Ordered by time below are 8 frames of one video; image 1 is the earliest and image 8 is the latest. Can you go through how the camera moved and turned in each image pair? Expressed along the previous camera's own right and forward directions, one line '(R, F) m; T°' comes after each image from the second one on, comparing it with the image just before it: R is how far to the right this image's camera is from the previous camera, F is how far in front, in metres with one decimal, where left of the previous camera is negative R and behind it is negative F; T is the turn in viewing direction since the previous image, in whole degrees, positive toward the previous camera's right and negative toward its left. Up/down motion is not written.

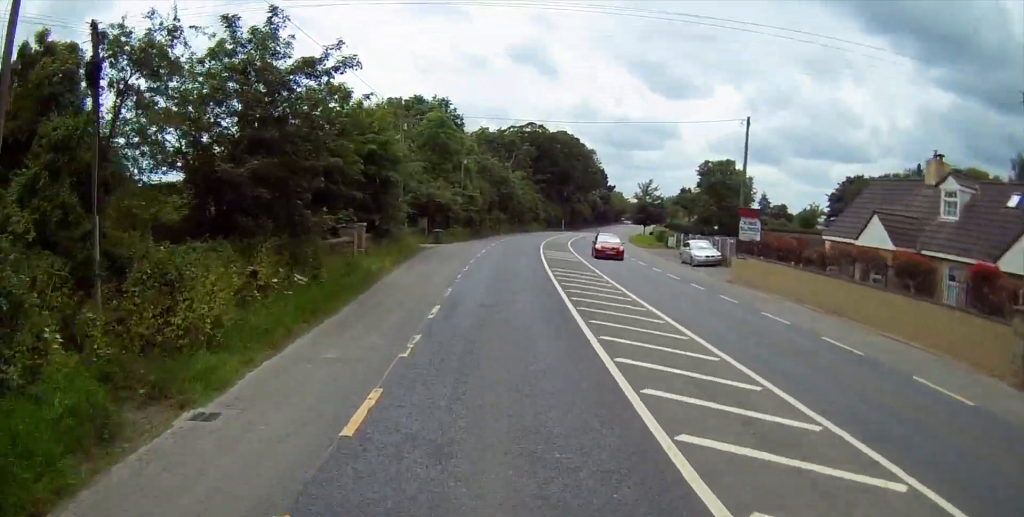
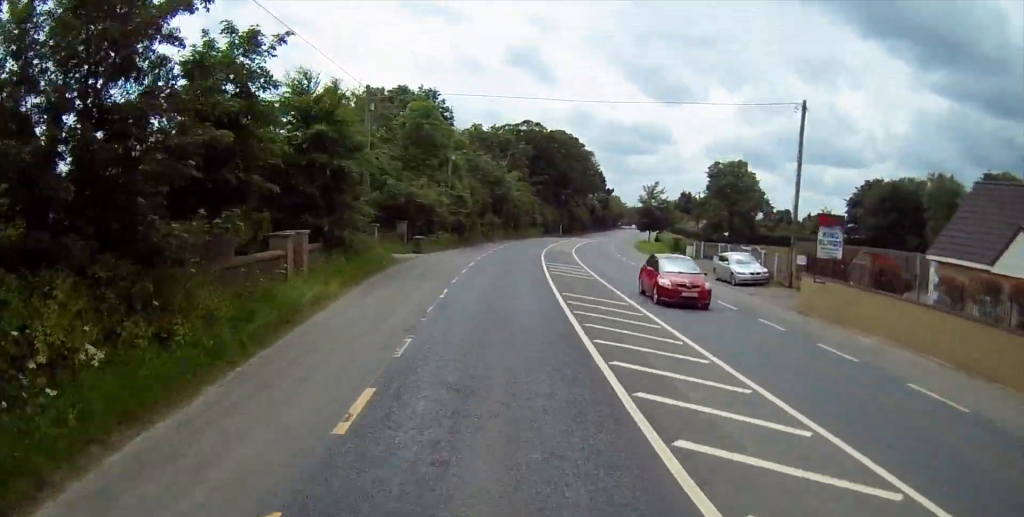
(+0.1, +8.2) m; +1°
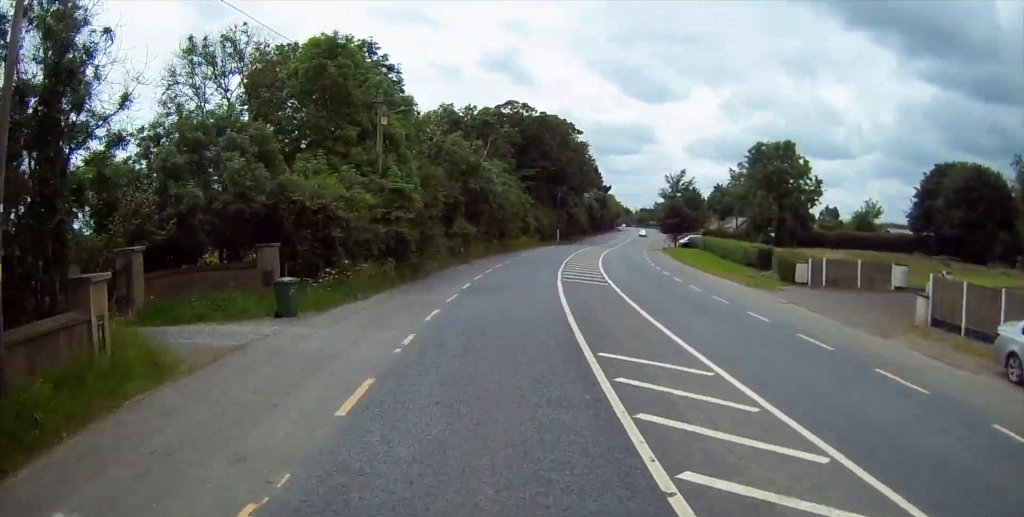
(+0.3, +23.5) m; +2°
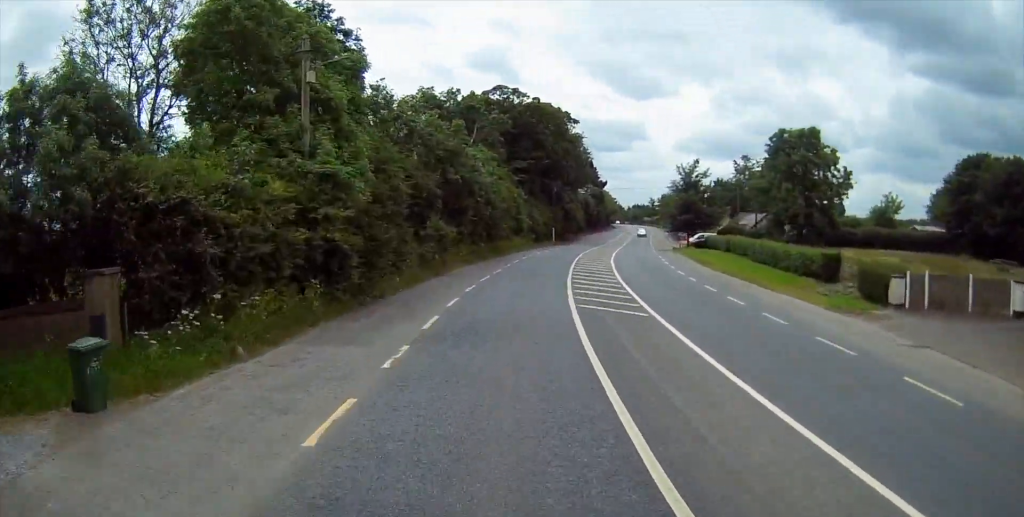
(+0.1, +9.4) m; +1°
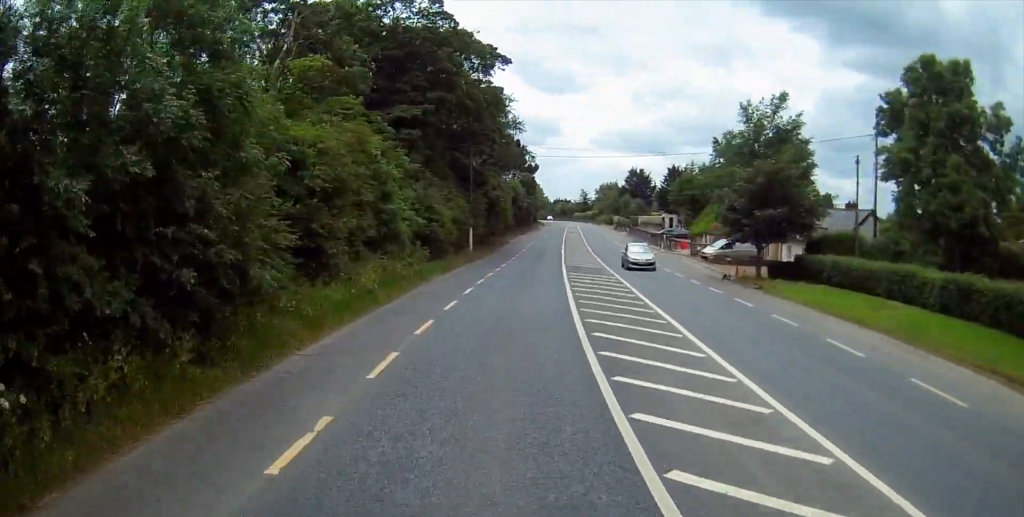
(+1.8, +37.4) m; +6°
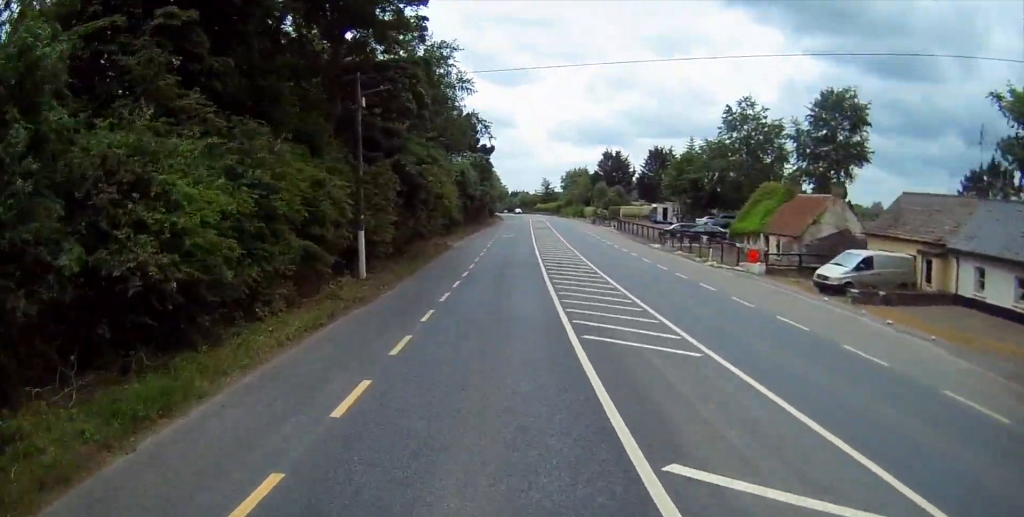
(+1.0, +25.9) m; +4°
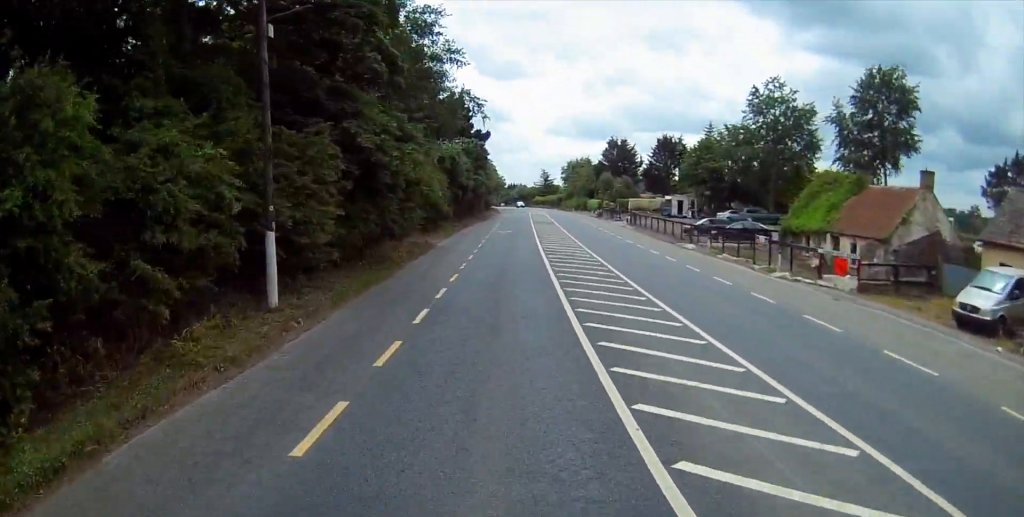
(+0.1, +10.0) m; +1°
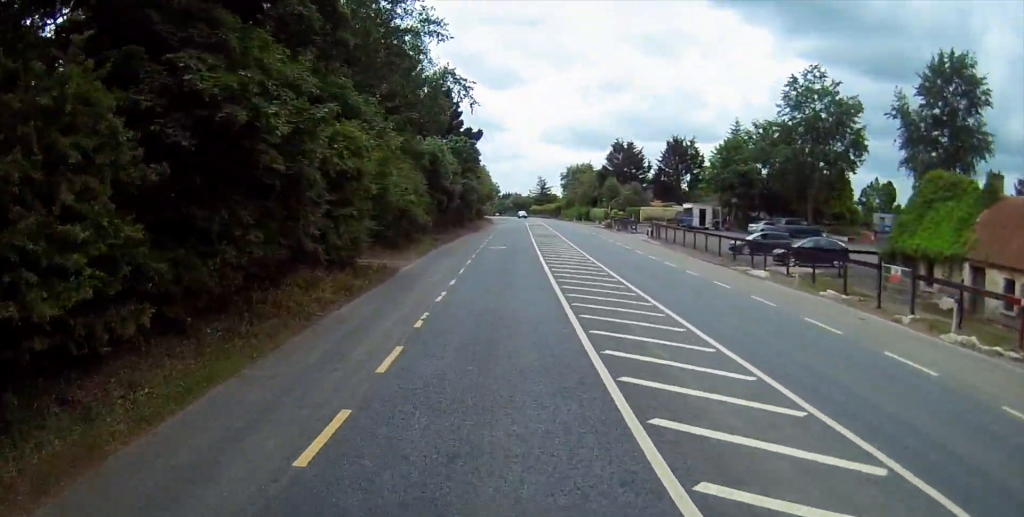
(+0.1, +12.3) m; +1°
